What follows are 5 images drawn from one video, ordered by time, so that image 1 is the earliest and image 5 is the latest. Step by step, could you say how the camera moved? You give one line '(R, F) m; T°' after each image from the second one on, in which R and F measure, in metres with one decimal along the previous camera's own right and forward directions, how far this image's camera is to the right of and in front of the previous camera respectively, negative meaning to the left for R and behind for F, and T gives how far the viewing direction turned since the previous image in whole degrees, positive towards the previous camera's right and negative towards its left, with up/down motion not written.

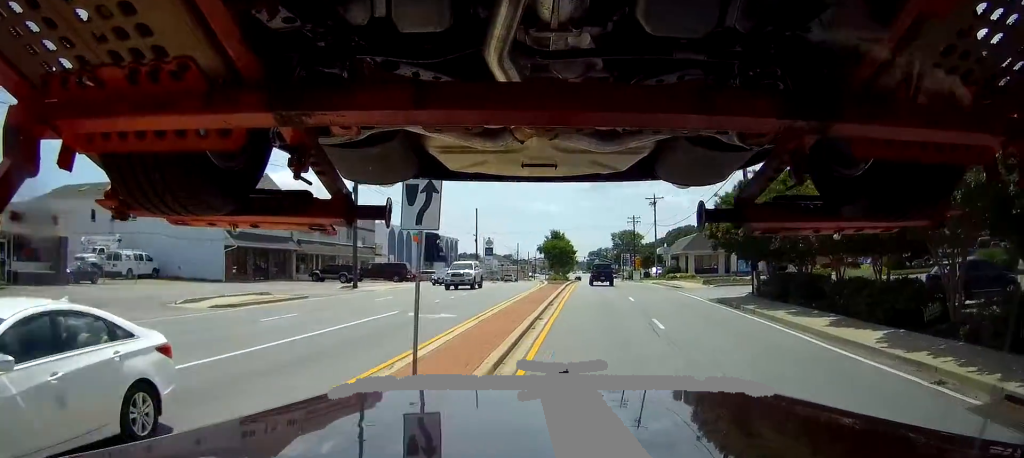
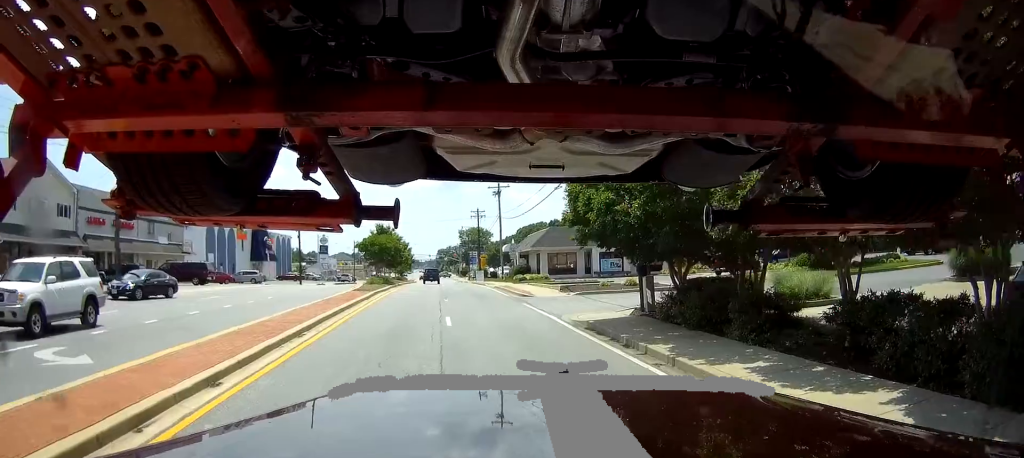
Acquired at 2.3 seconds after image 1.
(+0.7, +11.2) m; +2°
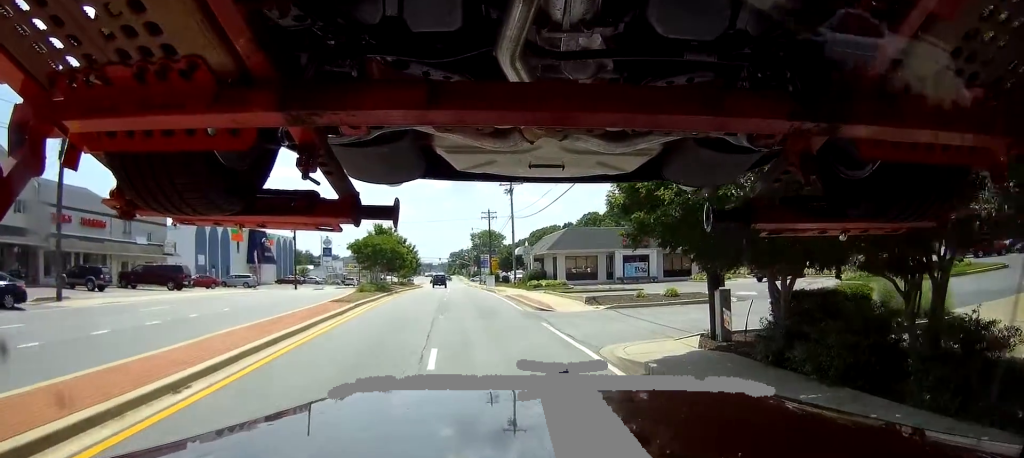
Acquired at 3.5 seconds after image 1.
(0.0, +7.1) m; +2°
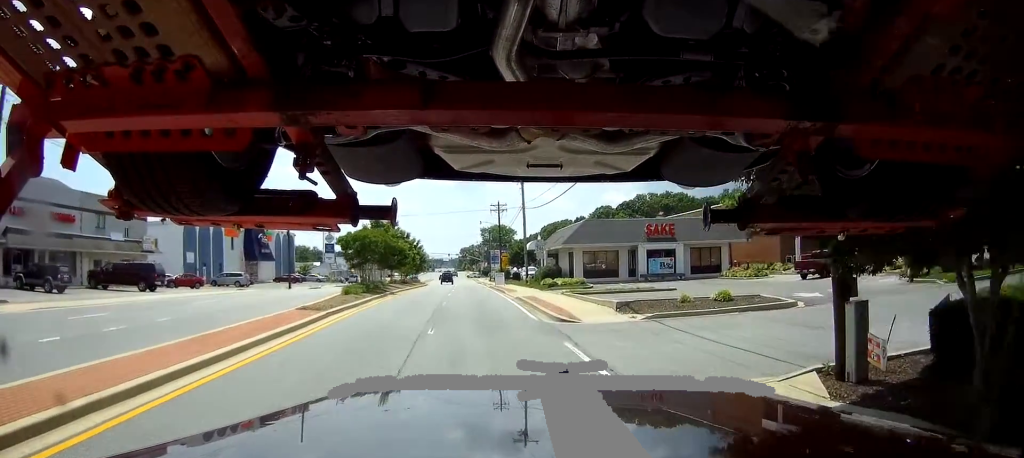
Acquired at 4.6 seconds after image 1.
(+0.3, +6.4) m; 0°
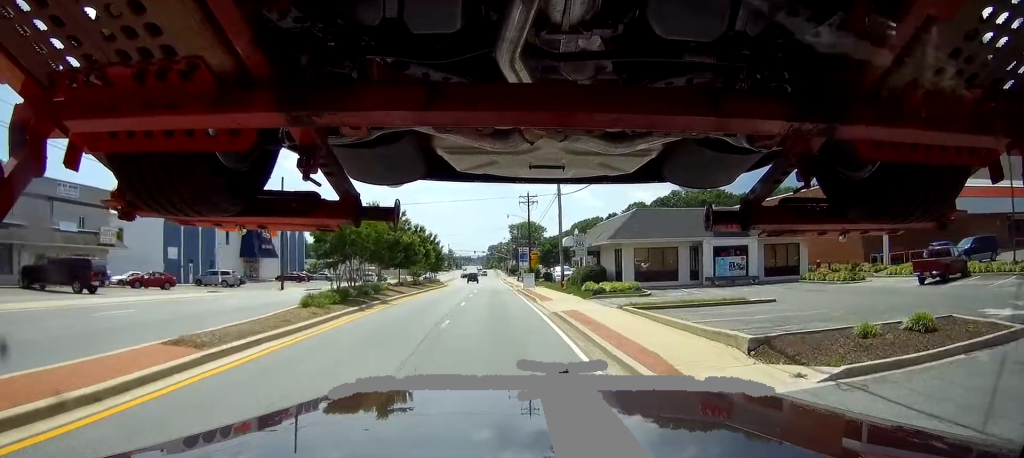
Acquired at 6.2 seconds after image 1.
(-0.4, +10.5) m; -3°
